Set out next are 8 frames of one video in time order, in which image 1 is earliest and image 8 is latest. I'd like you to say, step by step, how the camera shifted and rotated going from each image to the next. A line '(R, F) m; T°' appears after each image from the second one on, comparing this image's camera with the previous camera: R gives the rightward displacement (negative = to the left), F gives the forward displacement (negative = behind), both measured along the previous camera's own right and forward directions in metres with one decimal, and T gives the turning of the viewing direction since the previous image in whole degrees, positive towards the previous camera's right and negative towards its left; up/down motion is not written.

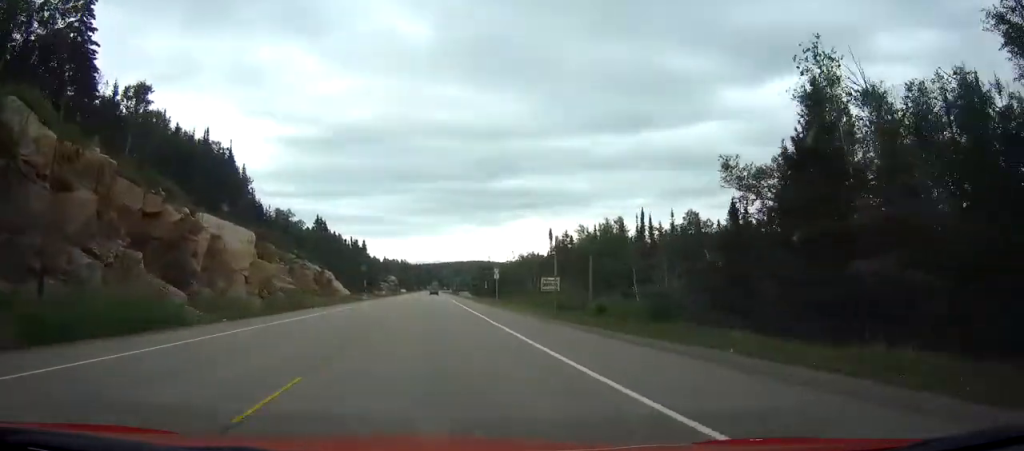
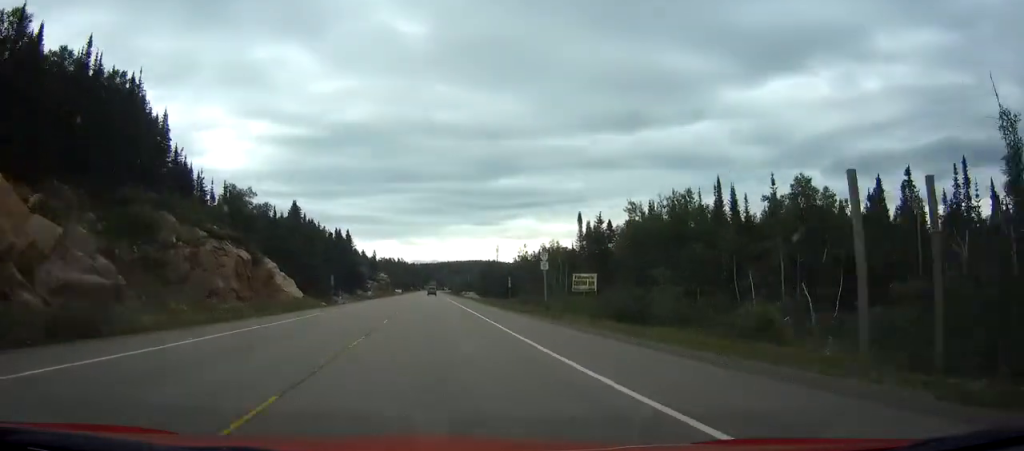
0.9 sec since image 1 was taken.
(0.0, +29.3) m; +1°
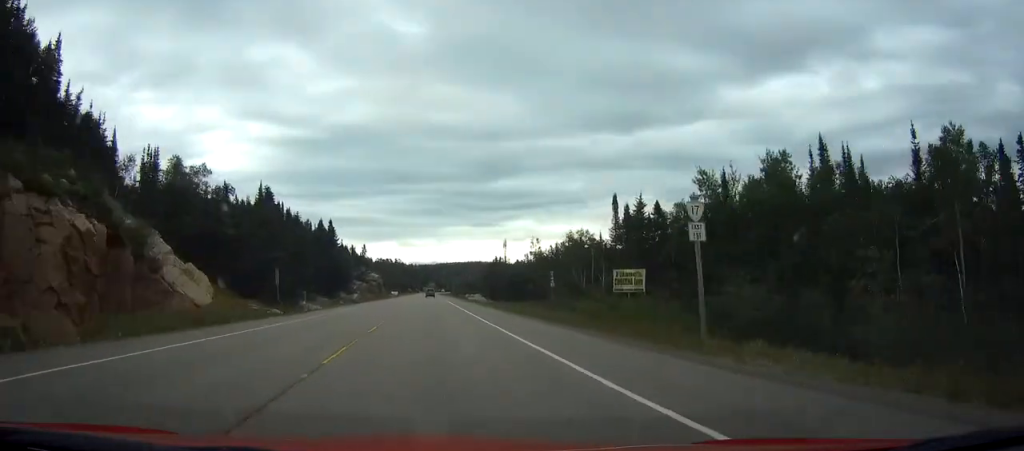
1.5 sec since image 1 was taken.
(-0.1, +22.4) m; +2°
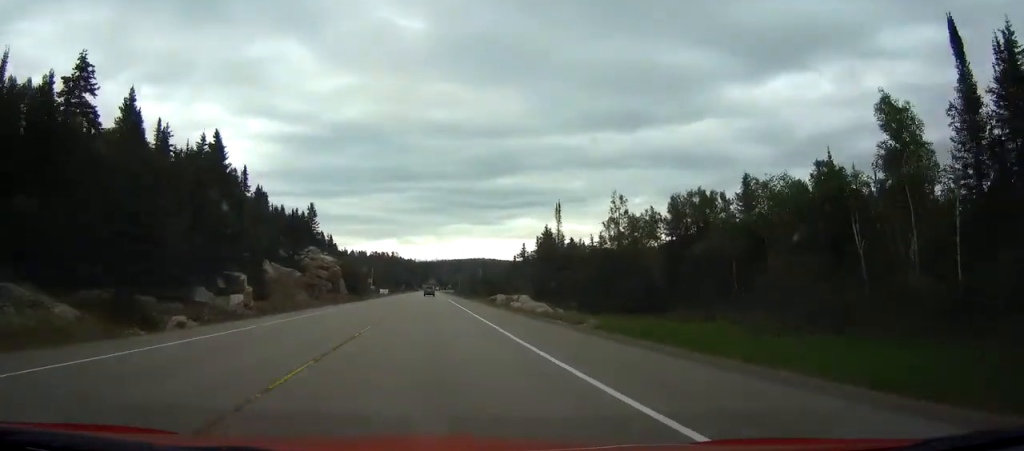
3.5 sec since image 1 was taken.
(+2.7, +63.2) m; +3°
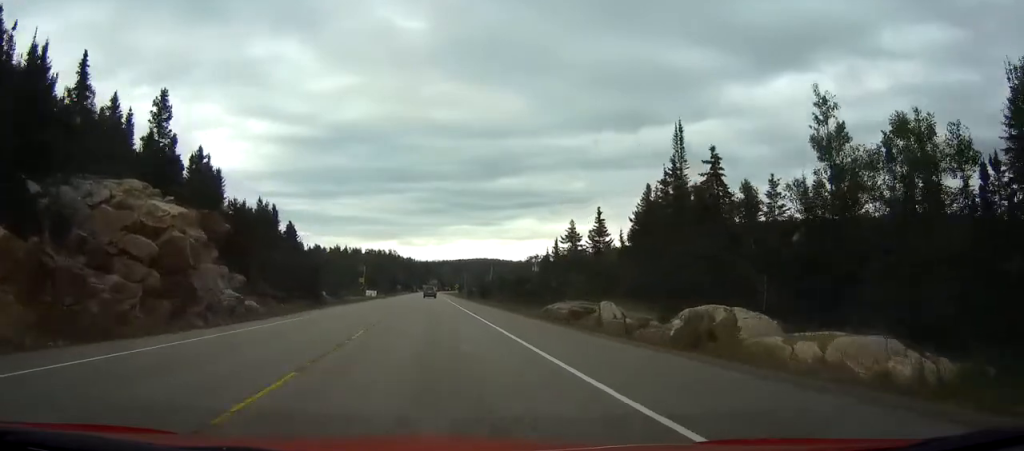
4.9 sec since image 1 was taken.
(0.0, +44.4) m; 0°
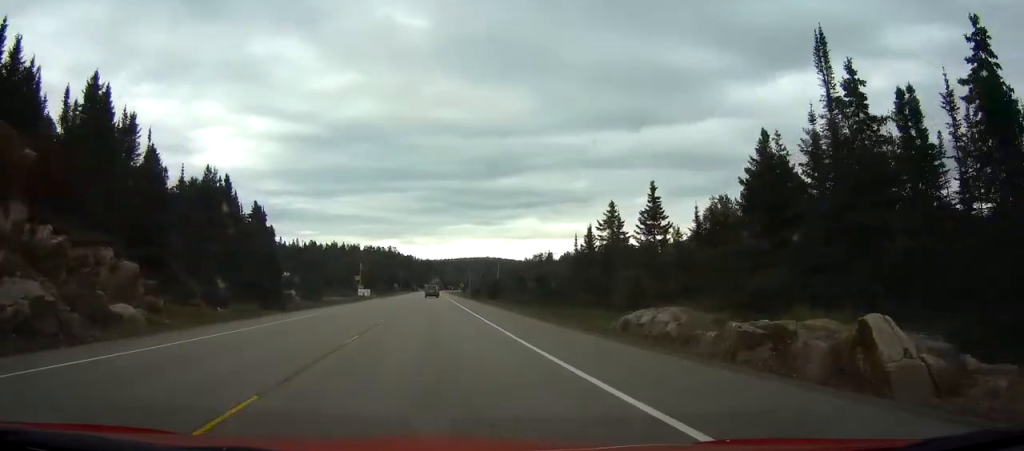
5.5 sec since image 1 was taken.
(0.0, +18.7) m; 0°
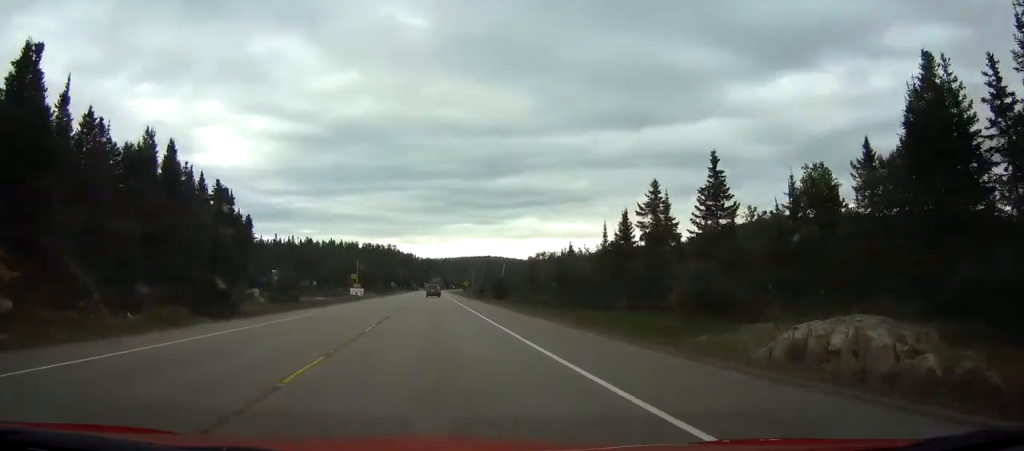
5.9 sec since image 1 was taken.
(0.0, +13.3) m; 0°
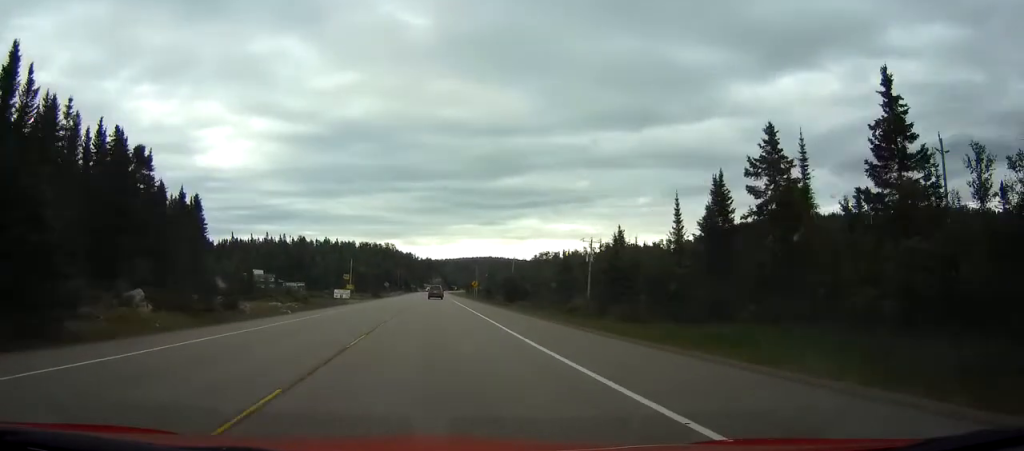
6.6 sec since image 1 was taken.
(0.0, +20.3) m; 0°
